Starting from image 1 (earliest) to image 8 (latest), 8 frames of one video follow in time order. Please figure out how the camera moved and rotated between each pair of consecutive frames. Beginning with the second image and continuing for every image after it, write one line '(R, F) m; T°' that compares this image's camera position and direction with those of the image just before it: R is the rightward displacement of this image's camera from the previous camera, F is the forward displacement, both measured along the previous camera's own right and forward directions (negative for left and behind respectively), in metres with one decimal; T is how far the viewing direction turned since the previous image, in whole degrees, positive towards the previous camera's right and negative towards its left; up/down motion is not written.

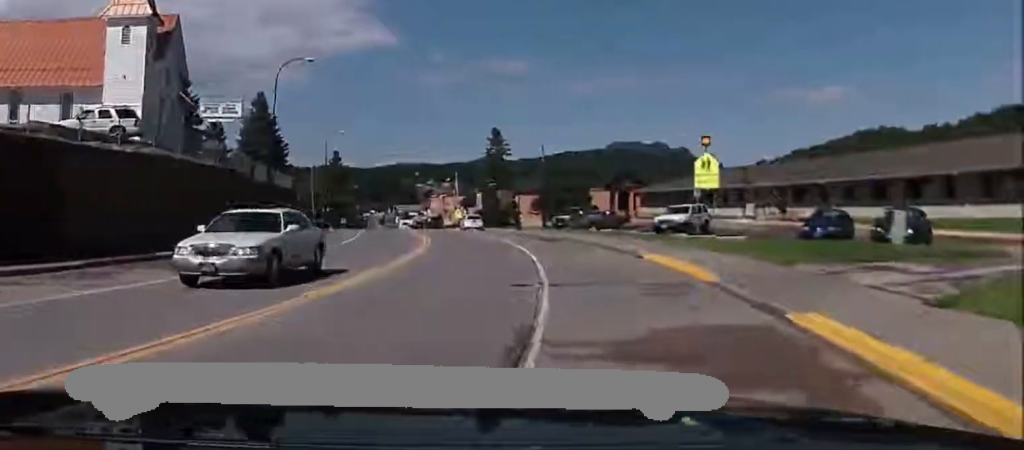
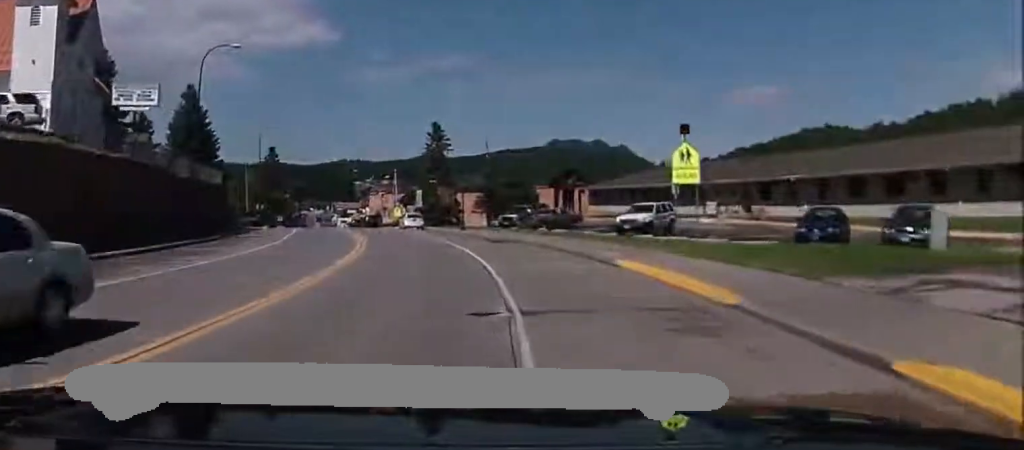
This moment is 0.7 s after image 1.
(+0.5, +5.0) m; +7°
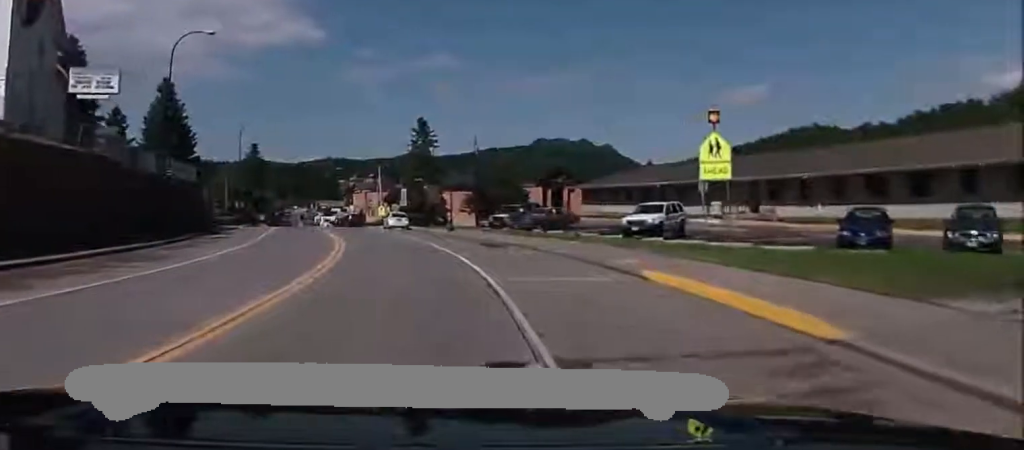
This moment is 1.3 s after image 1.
(+0.2, +4.4) m; +3°
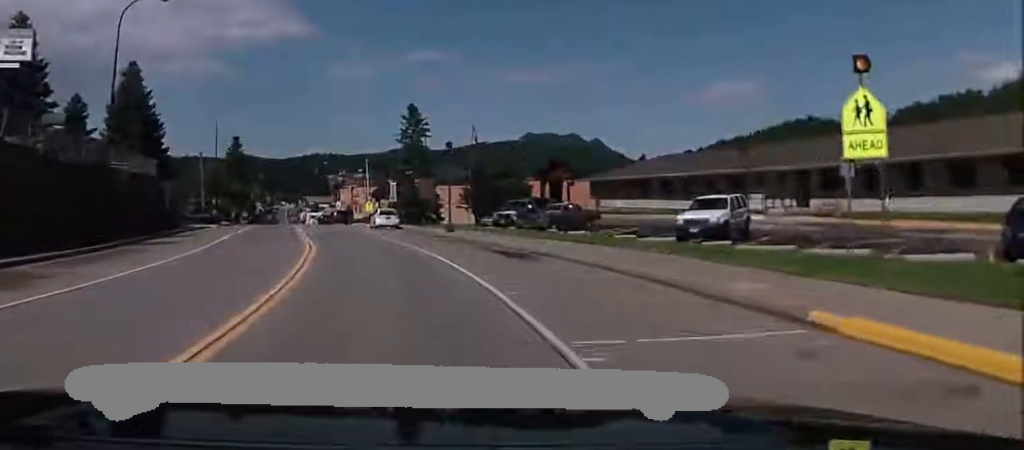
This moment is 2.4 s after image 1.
(+0.4, +9.2) m; +2°
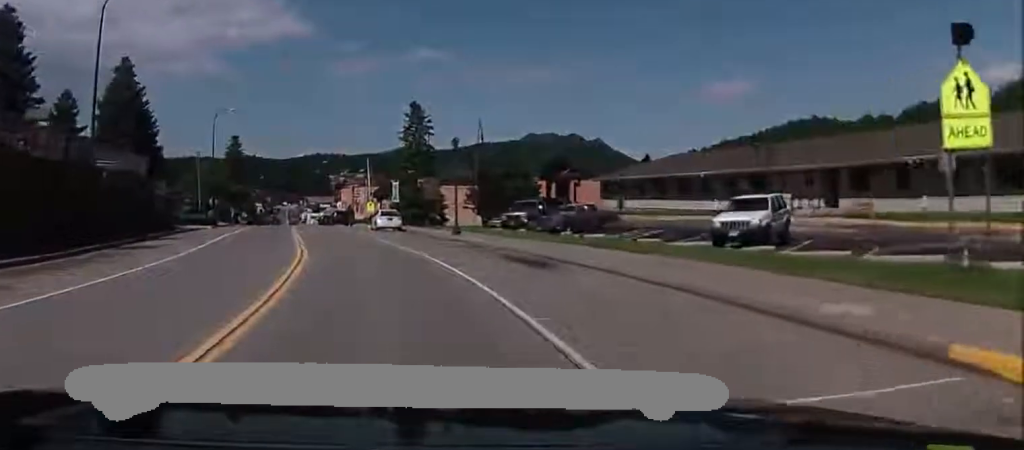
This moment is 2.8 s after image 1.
(+0.1, +3.3) m; 0°
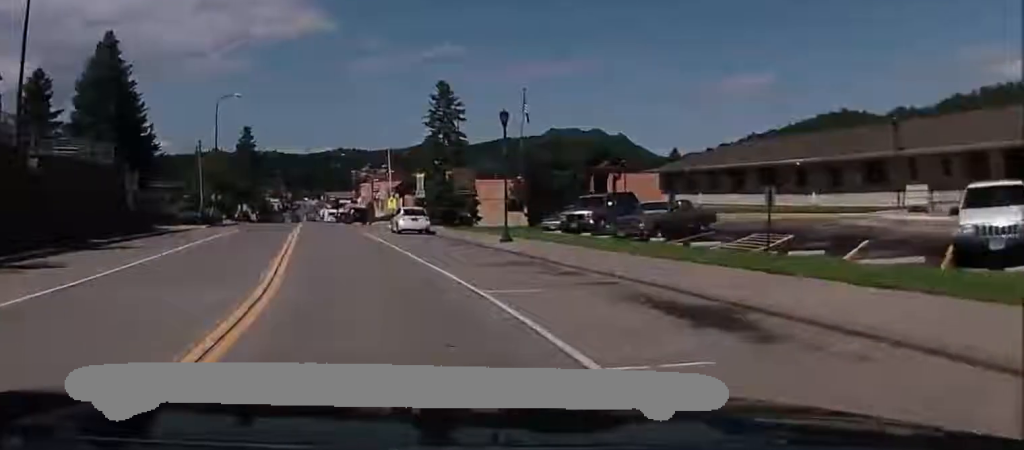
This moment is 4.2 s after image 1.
(-0.6, +11.8) m; -4°
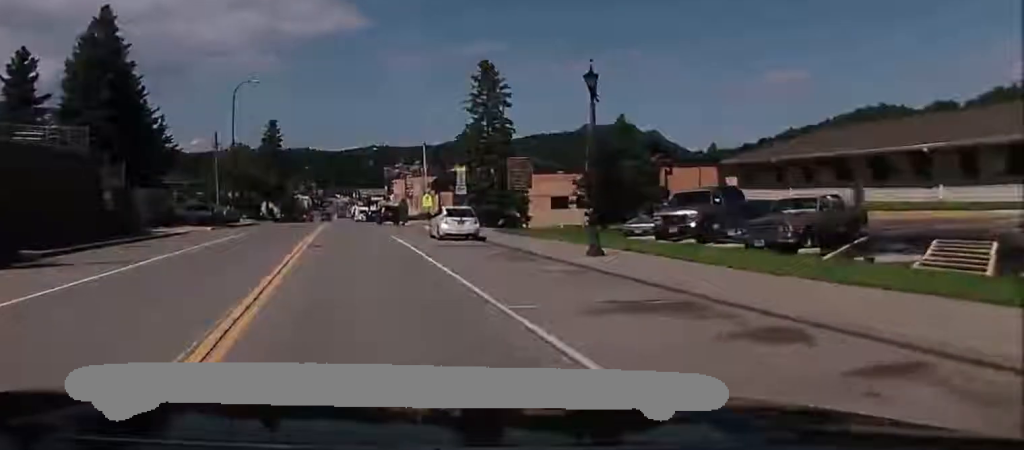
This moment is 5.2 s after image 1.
(-0.1, +9.7) m; -1°
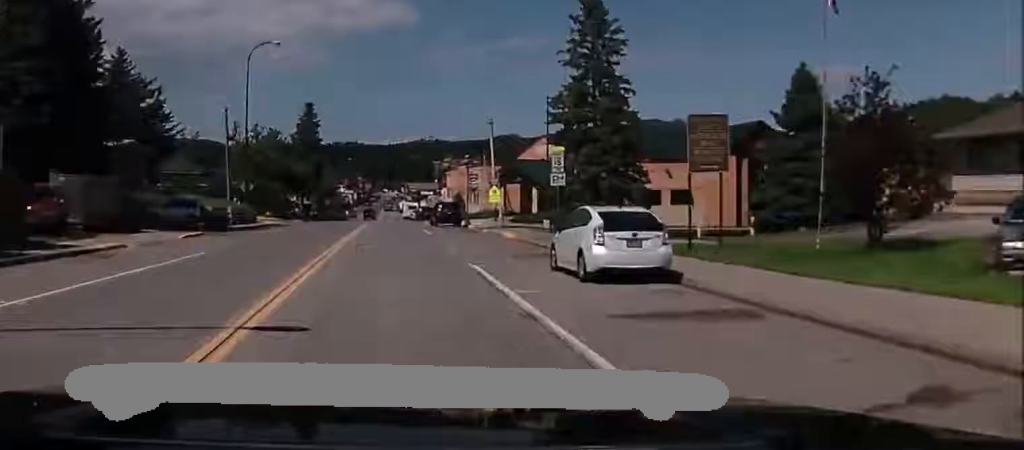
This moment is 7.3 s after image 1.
(-0.5, +20.2) m; -3°
